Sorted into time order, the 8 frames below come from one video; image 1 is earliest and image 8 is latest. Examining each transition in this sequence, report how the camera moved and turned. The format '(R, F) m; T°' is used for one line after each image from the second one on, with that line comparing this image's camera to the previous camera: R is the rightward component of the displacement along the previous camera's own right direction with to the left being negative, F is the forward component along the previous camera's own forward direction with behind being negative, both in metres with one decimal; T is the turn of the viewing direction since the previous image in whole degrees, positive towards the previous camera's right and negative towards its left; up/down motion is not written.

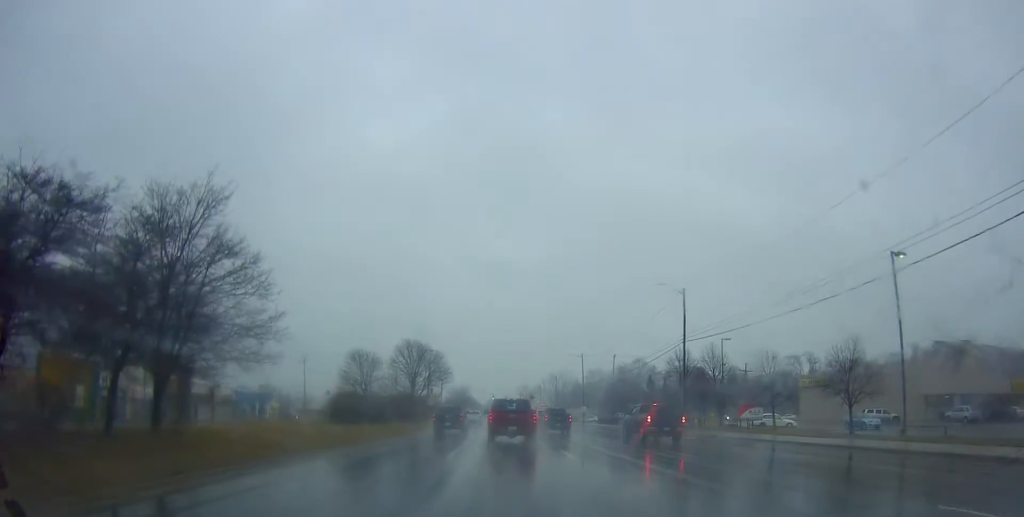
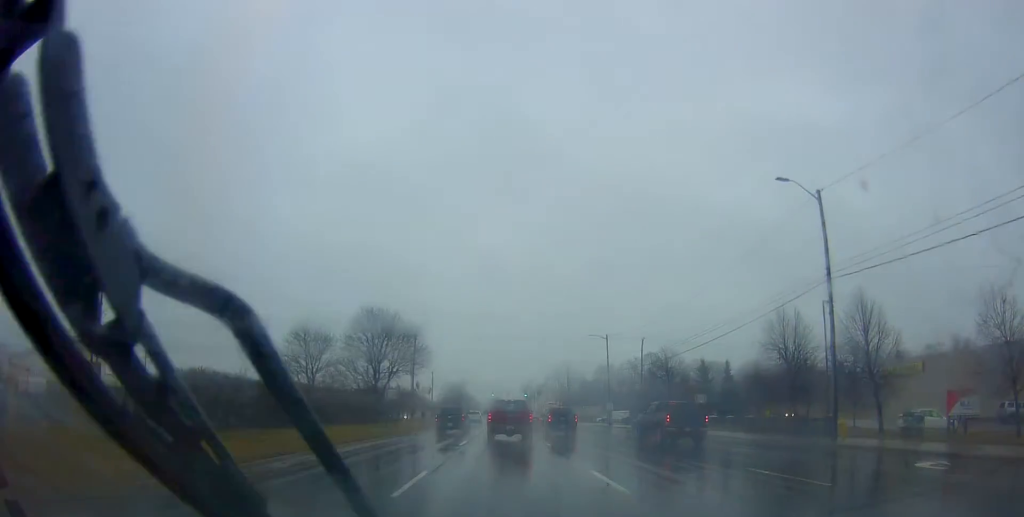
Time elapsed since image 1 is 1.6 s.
(-0.6, +23.0) m; 0°
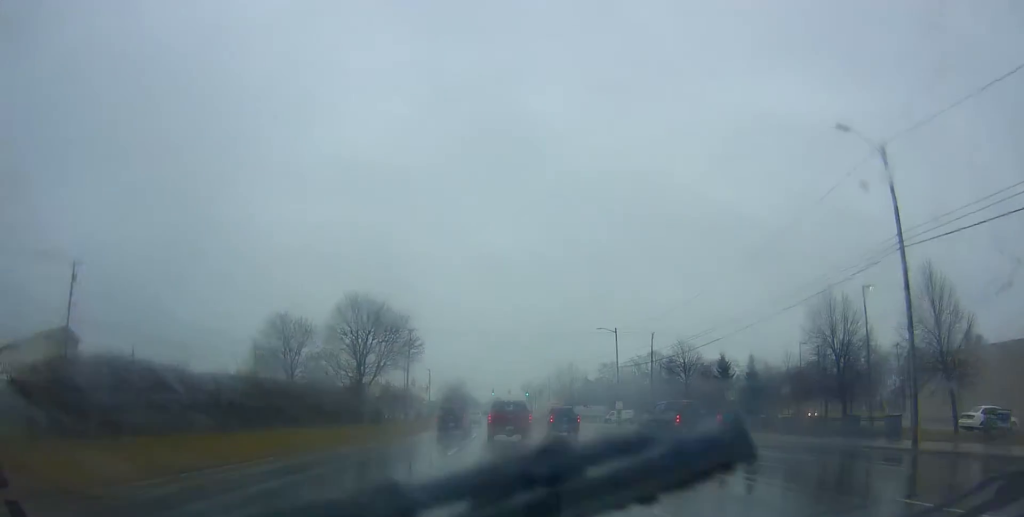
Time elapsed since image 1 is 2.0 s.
(+0.2, +6.1) m; +1°
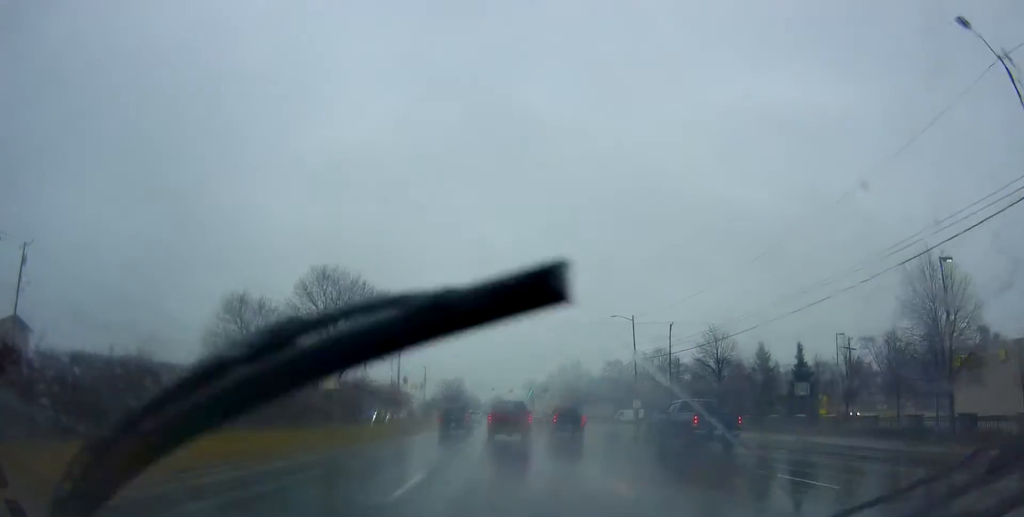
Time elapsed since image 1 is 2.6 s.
(+0.2, +9.3) m; 0°
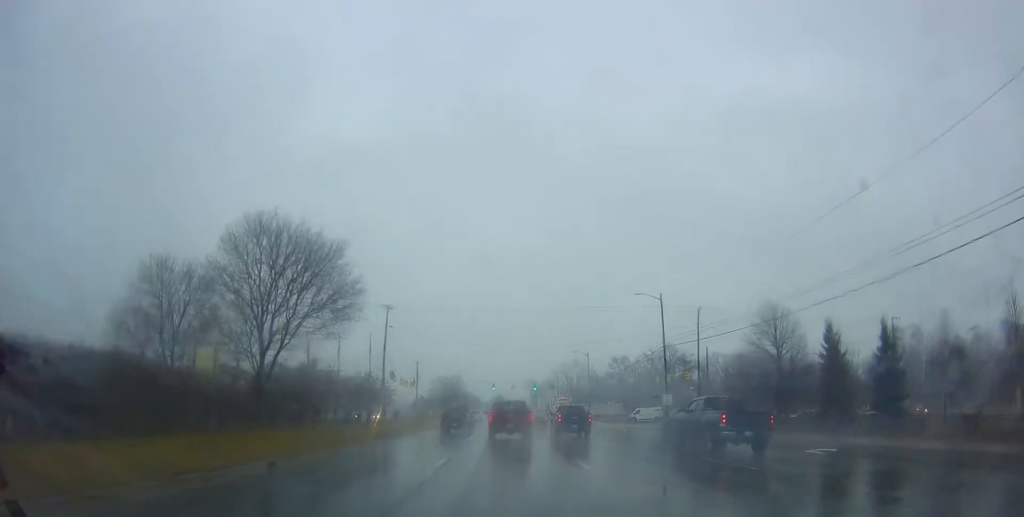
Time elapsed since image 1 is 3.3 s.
(+0.2, +11.5) m; -1°
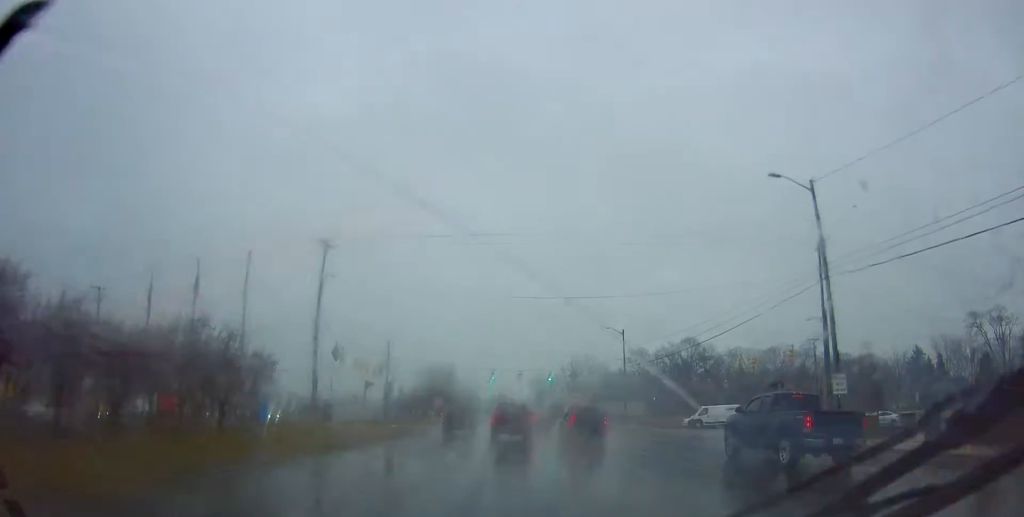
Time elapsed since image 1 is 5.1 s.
(0.0, +28.4) m; -1°
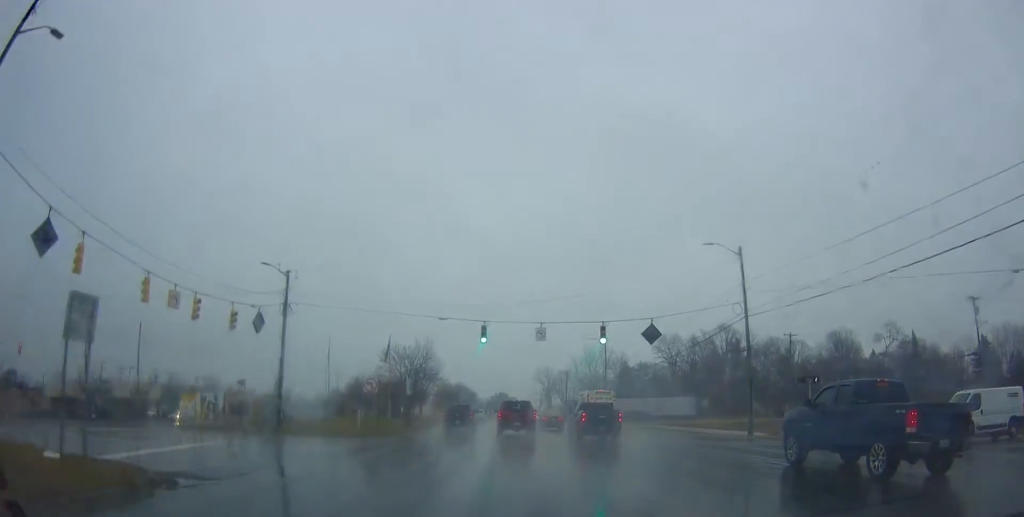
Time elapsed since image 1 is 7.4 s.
(-1.0, +38.0) m; 0°
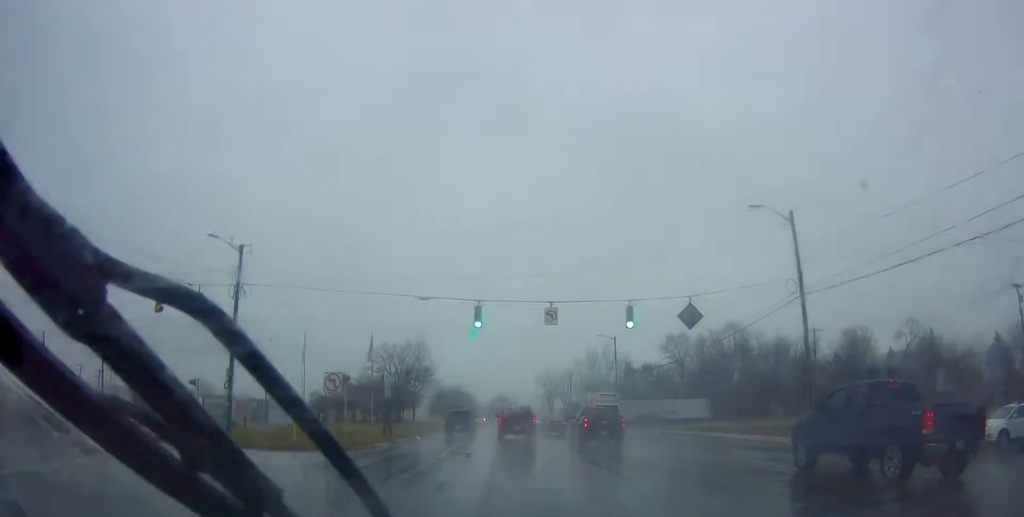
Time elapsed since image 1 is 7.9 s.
(-0.1, +7.7) m; 0°
